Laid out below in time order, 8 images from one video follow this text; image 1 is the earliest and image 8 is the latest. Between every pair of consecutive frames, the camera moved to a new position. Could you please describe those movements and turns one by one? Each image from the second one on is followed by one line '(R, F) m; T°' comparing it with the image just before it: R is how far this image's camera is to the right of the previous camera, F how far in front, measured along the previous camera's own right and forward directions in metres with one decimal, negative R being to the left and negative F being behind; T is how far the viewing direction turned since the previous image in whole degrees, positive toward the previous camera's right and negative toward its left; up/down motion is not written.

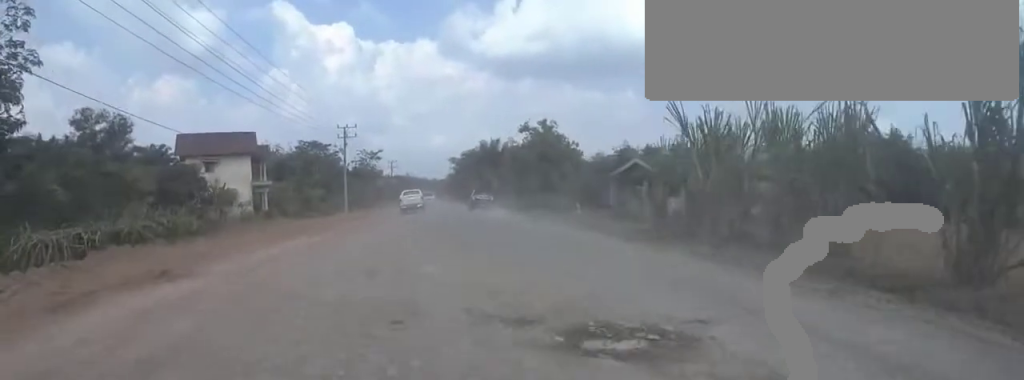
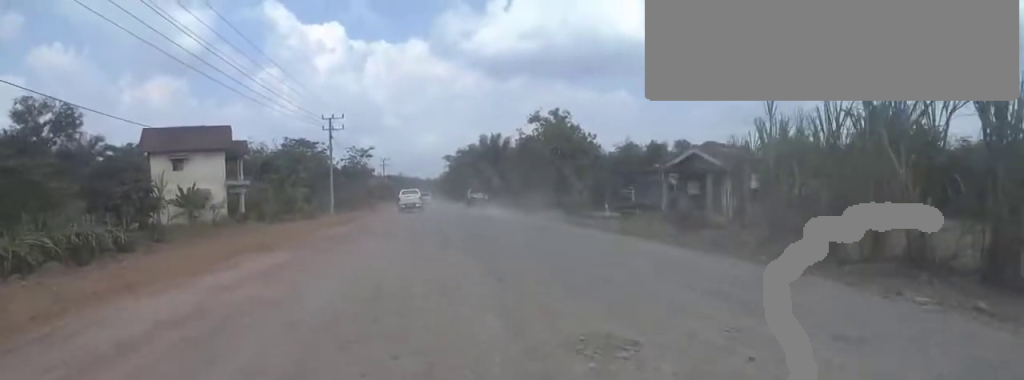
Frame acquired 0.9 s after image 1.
(0.0, +5.8) m; 0°
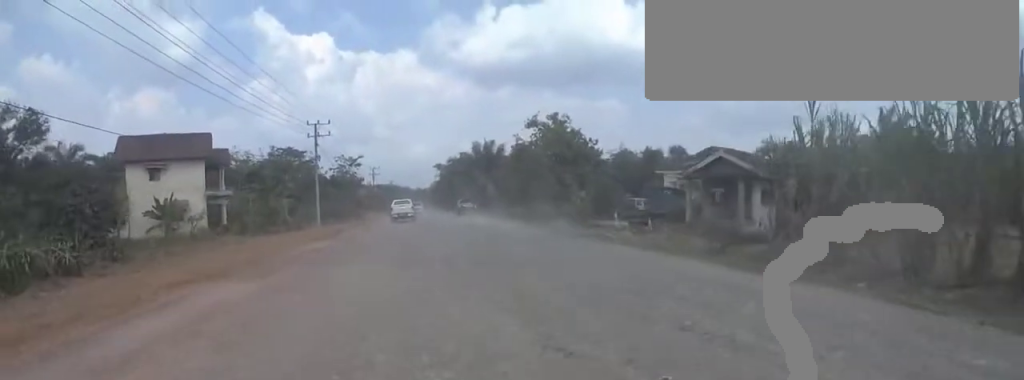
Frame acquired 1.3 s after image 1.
(0.0, +2.6) m; 0°
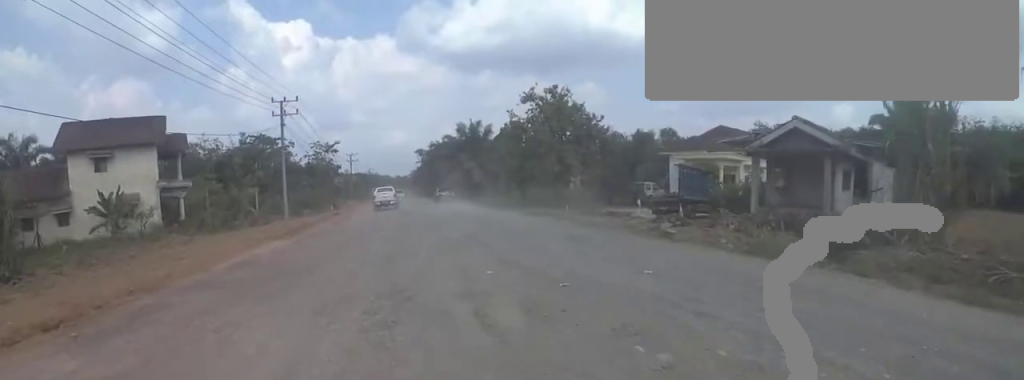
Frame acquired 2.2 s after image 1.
(0.0, +4.7) m; 0°
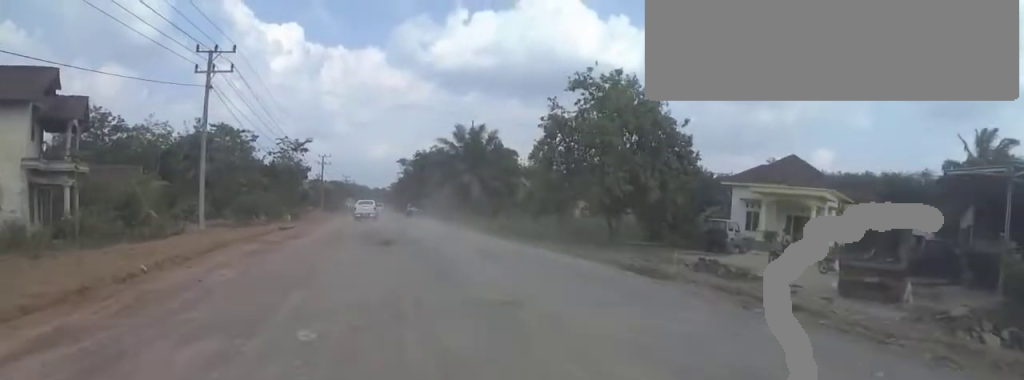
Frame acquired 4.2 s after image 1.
(0.0, +10.8) m; 0°
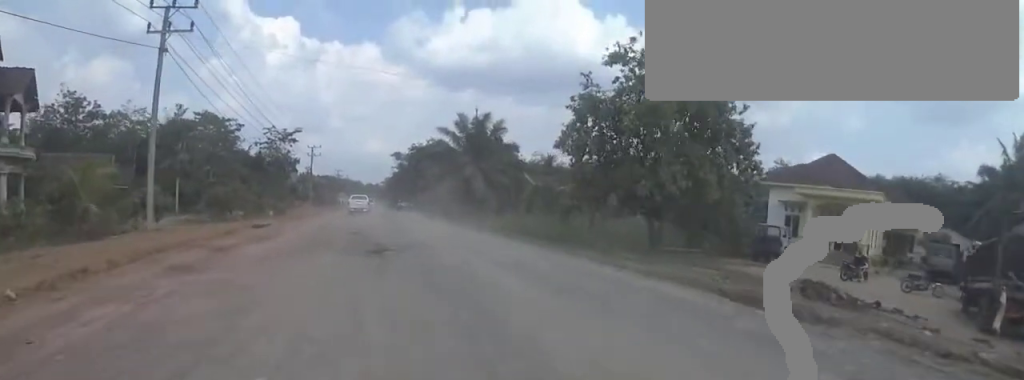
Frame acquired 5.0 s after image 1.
(0.0, +4.0) m; +1°
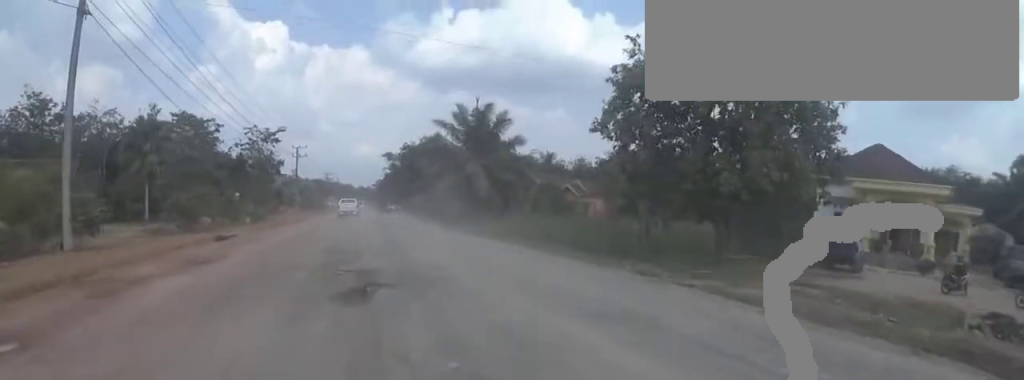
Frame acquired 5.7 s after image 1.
(0.0, +4.6) m; +2°
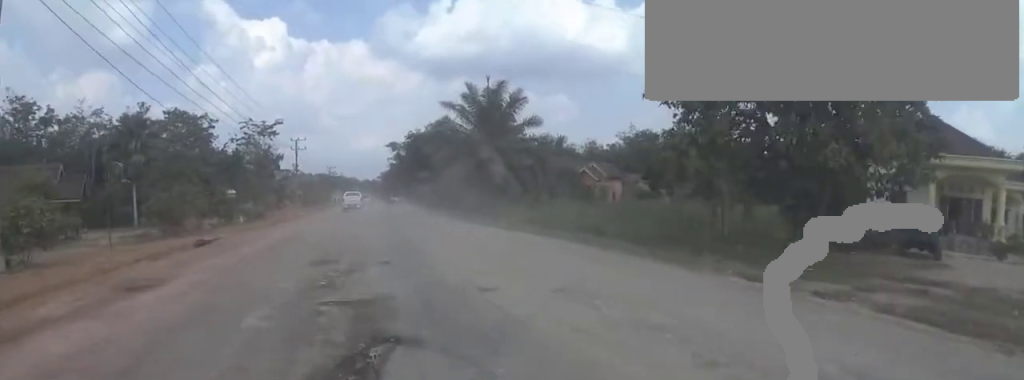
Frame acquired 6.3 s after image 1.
(+0.1, +3.3) m; +1°
